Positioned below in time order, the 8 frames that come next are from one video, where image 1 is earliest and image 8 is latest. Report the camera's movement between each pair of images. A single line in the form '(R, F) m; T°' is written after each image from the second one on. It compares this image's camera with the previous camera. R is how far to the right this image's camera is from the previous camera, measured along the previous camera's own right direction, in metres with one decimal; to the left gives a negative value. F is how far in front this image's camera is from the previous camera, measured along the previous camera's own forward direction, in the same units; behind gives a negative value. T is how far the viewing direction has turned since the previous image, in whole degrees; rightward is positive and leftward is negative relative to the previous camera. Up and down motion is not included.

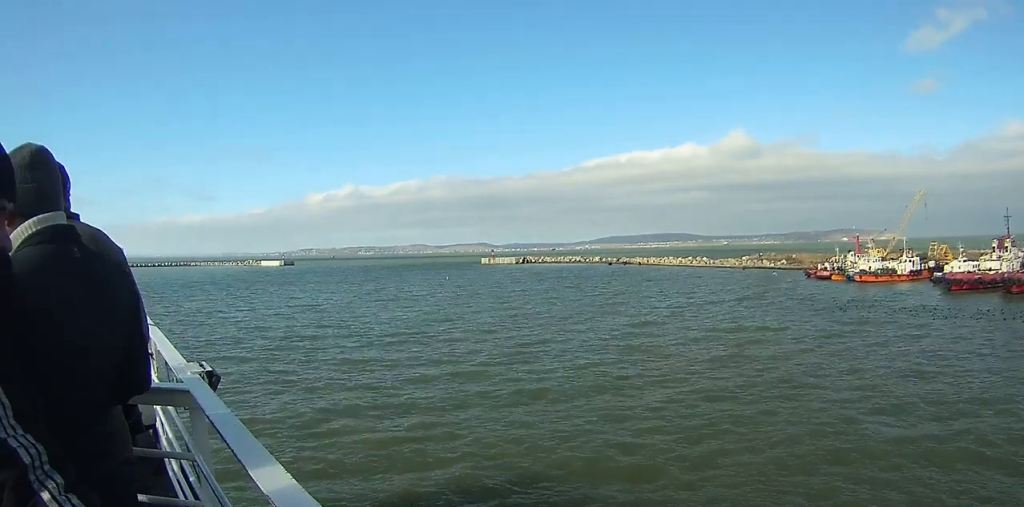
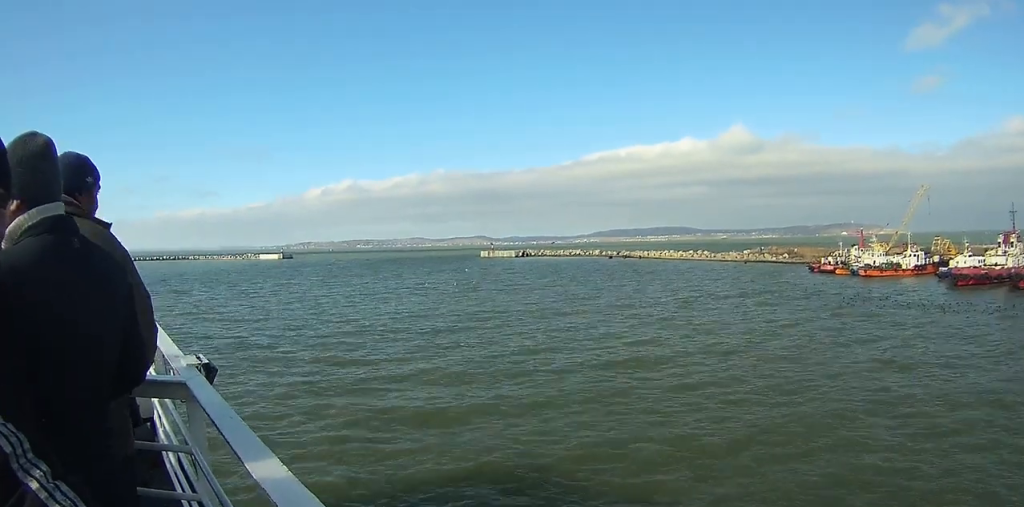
(0.0, +1.5) m; 0°
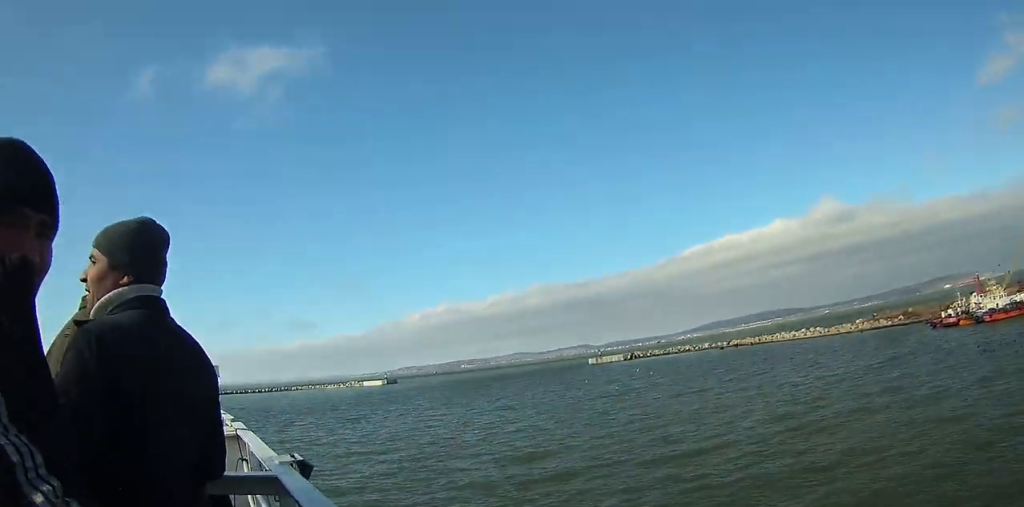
(+0.1, +4.3) m; +2°
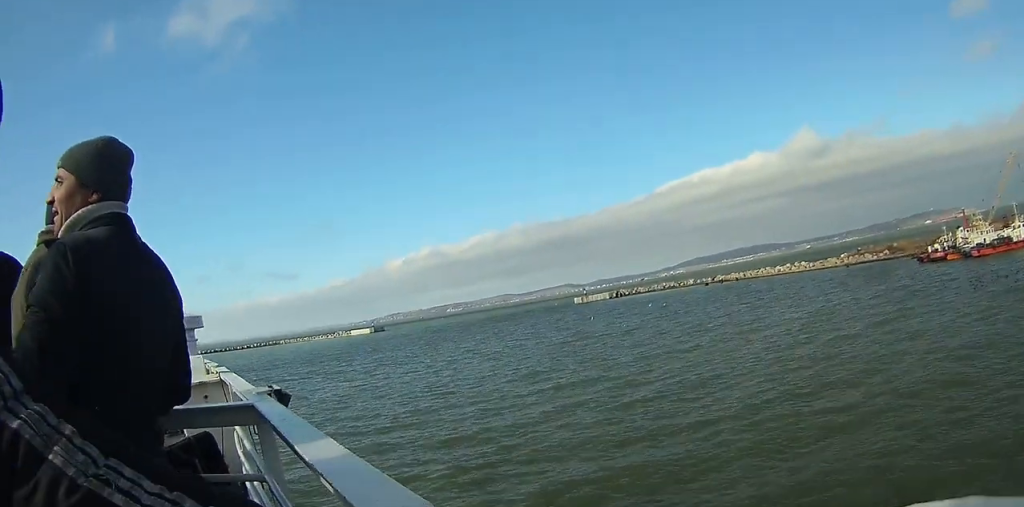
(0.0, +1.5) m; 0°
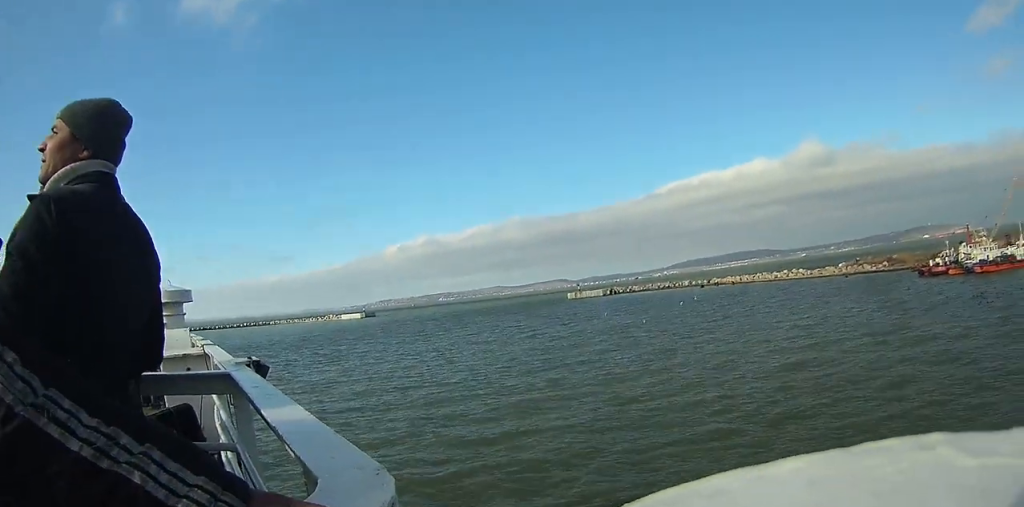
(0.0, +1.8) m; 0°
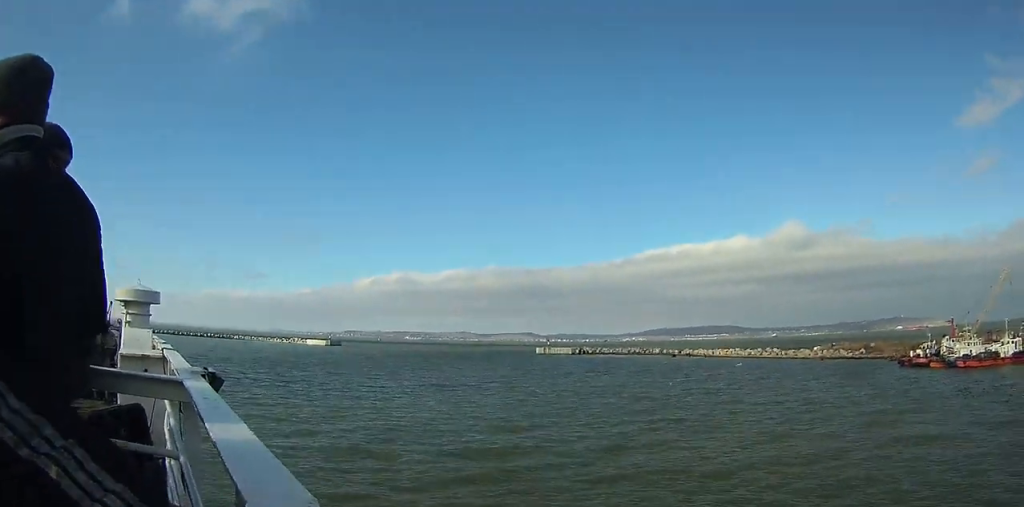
(0.0, +3.1) m; -2°
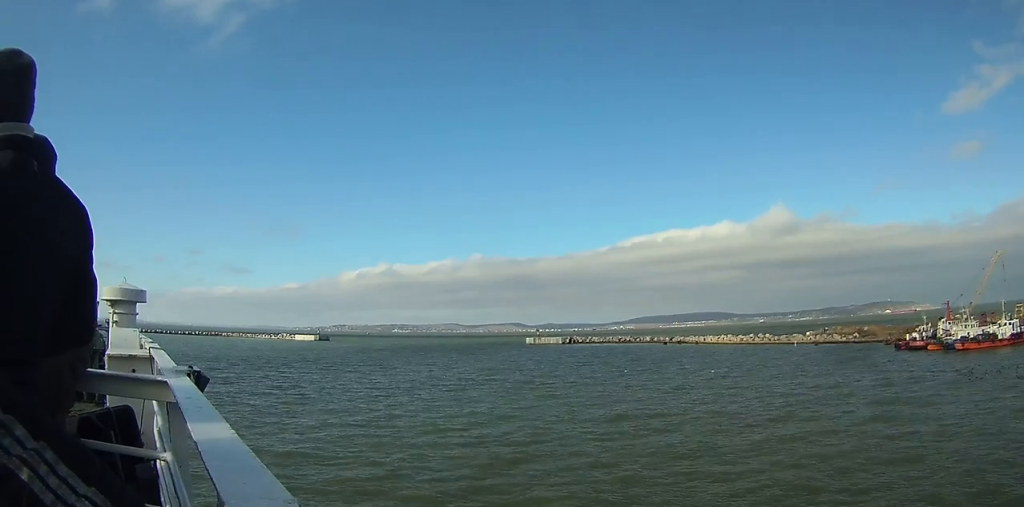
(0.0, +2.1) m; -2°
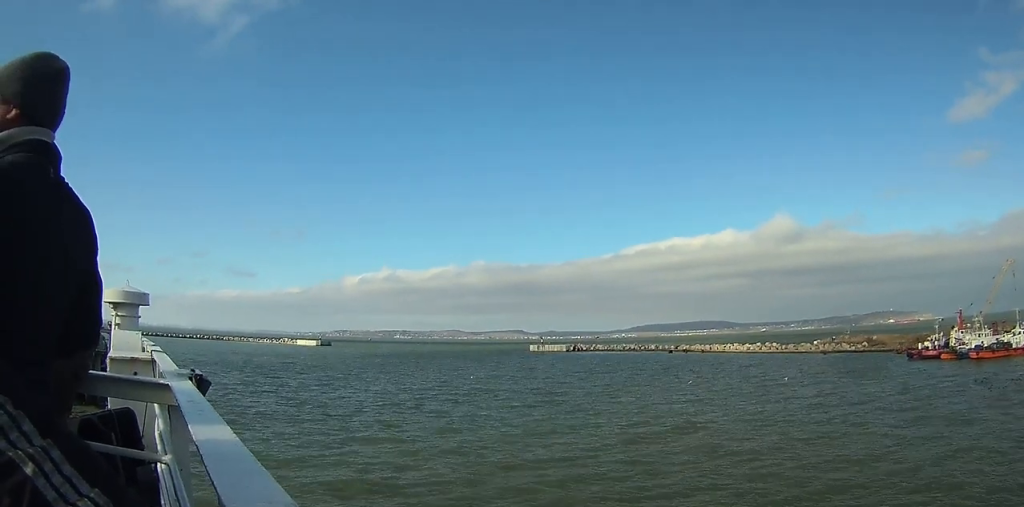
(-0.1, +2.6) m; 0°
